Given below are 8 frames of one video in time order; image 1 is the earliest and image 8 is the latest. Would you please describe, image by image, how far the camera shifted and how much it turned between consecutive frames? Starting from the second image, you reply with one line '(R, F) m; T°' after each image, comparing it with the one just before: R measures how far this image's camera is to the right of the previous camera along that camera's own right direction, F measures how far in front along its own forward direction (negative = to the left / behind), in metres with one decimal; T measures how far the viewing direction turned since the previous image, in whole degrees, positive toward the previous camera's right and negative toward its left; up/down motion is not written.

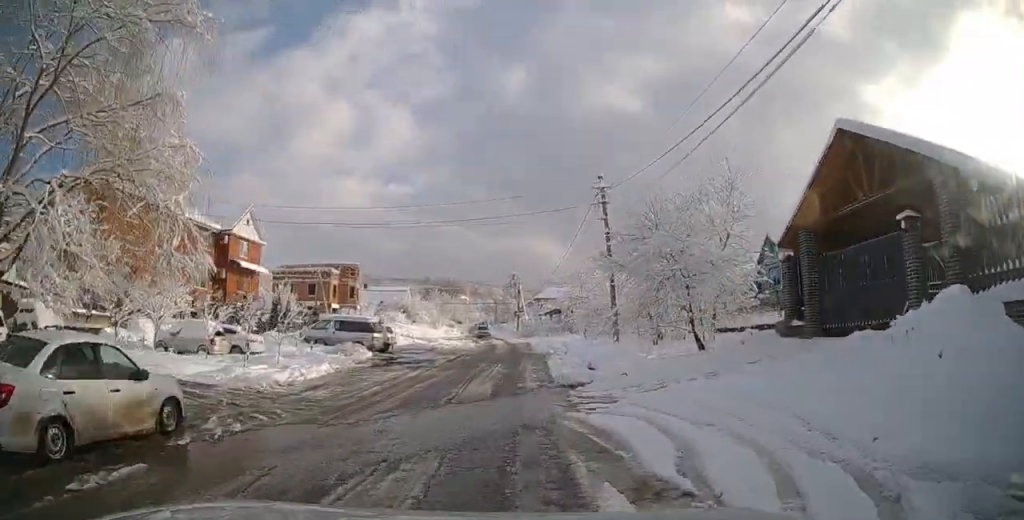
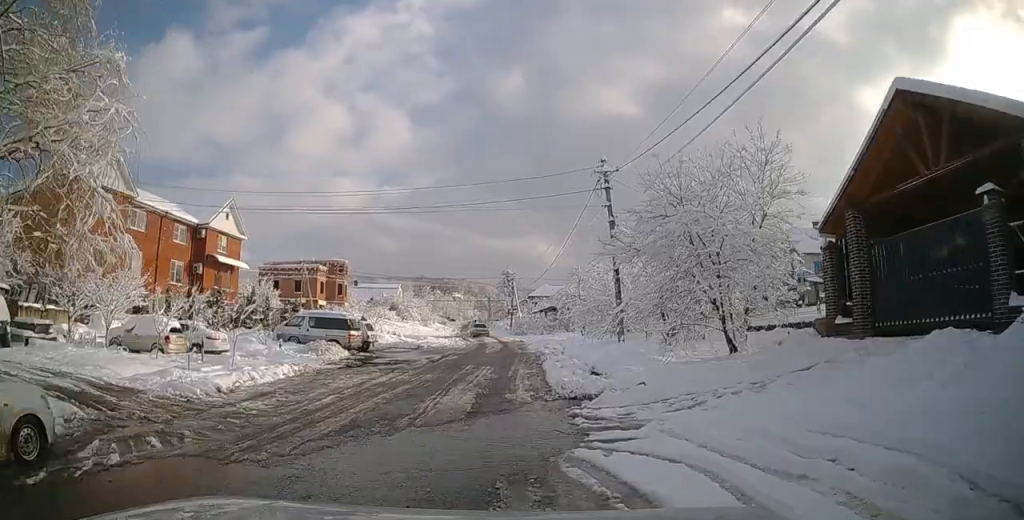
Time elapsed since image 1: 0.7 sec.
(-0.1, +3.0) m; +1°
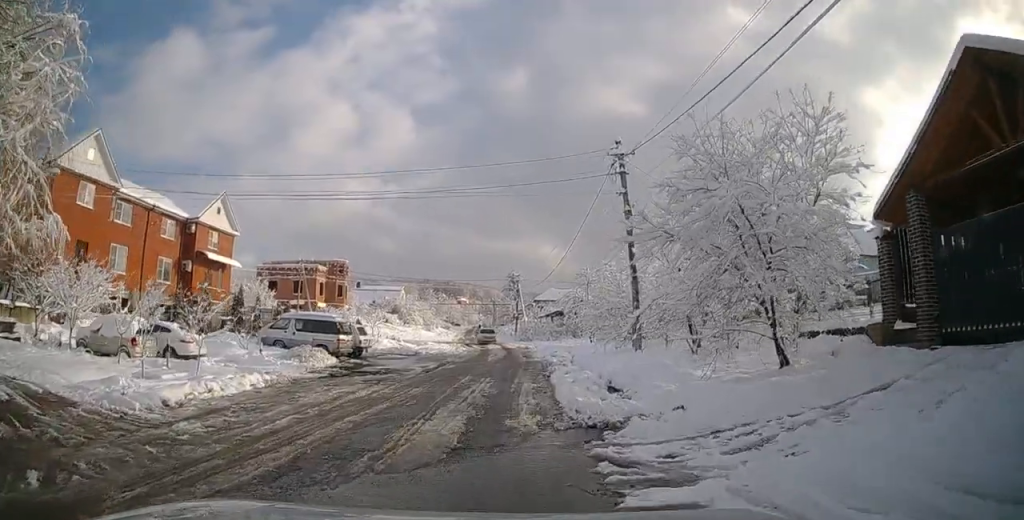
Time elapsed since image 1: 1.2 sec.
(0.0, +2.5) m; 0°
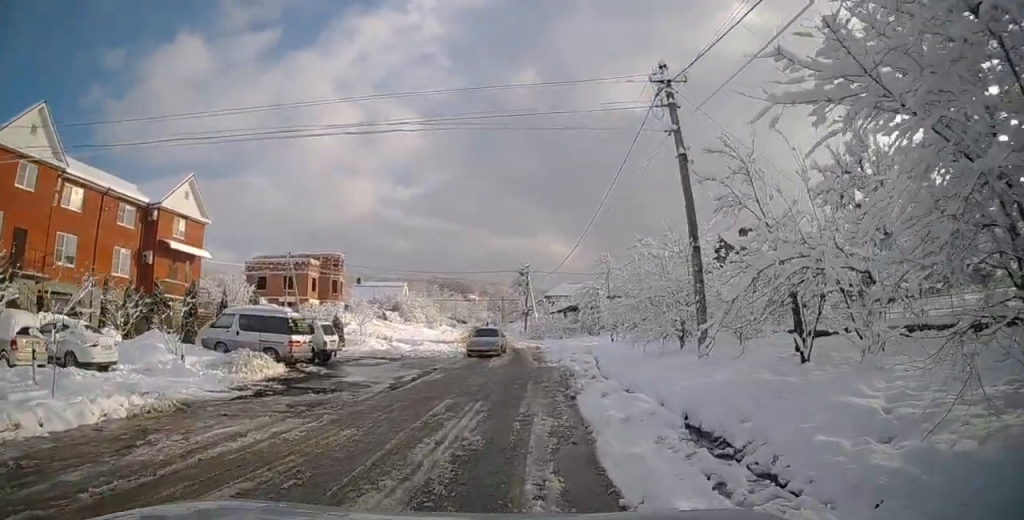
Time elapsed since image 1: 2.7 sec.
(0.0, +6.2) m; -2°
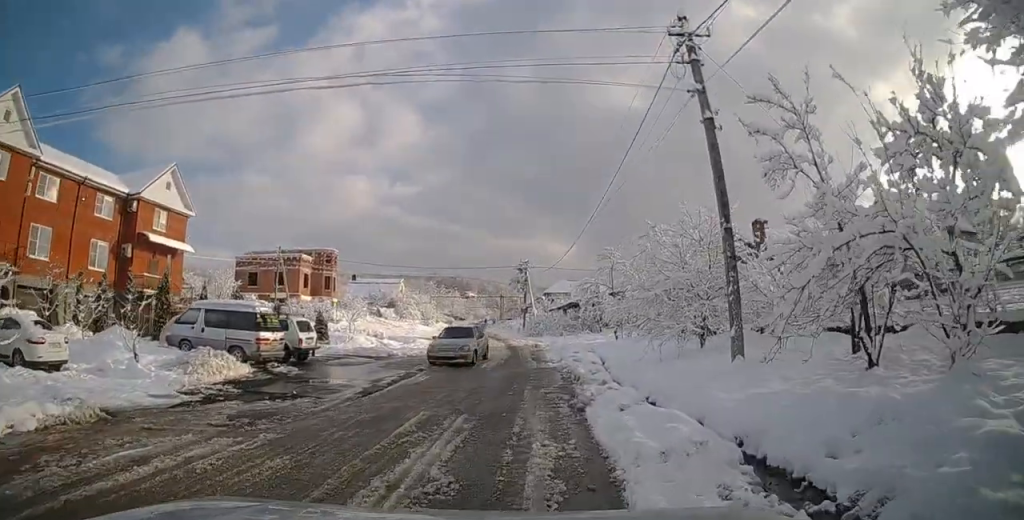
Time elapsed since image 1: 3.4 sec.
(0.0, +2.5) m; -1°
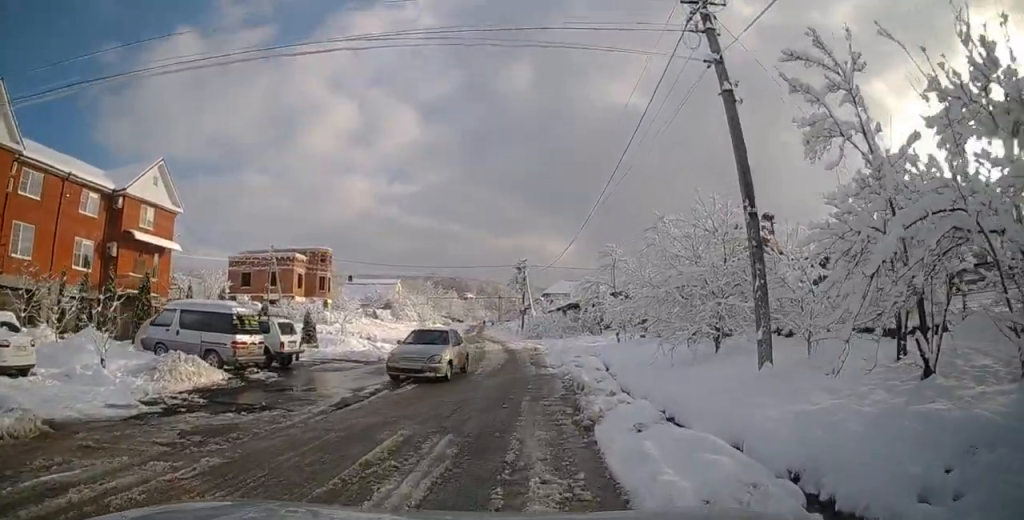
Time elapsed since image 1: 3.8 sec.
(0.0, +1.6) m; 0°
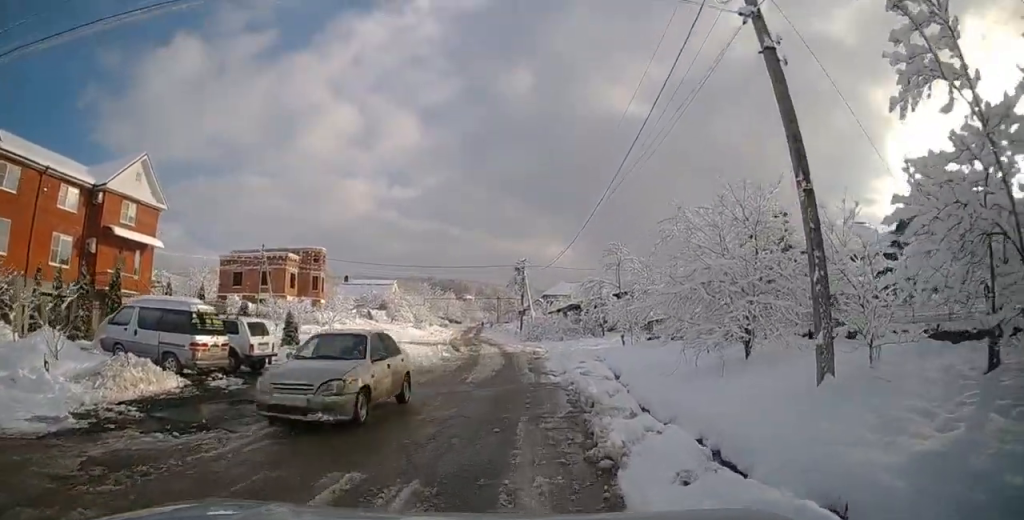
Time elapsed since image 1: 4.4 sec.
(0.0, +2.3) m; -2°
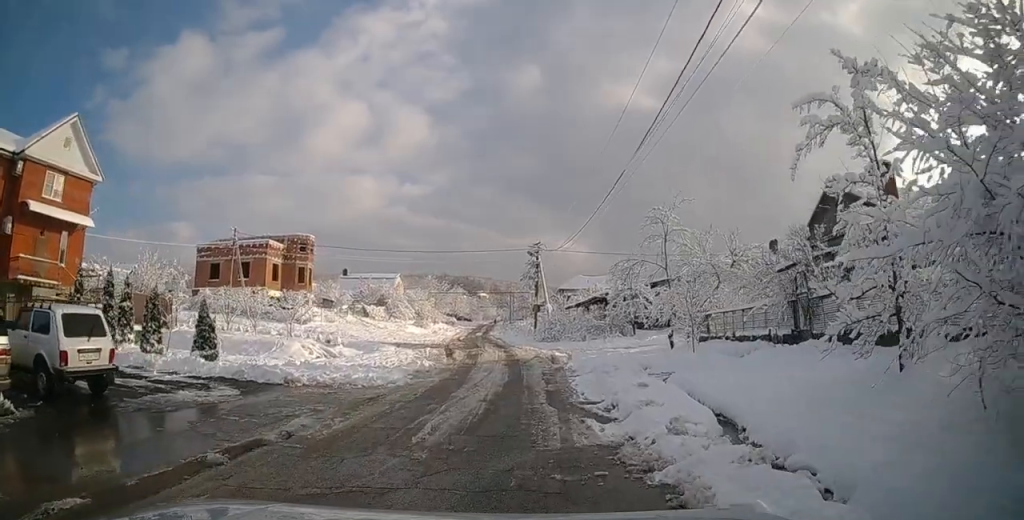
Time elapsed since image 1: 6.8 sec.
(+0.2, +8.5) m; +1°
